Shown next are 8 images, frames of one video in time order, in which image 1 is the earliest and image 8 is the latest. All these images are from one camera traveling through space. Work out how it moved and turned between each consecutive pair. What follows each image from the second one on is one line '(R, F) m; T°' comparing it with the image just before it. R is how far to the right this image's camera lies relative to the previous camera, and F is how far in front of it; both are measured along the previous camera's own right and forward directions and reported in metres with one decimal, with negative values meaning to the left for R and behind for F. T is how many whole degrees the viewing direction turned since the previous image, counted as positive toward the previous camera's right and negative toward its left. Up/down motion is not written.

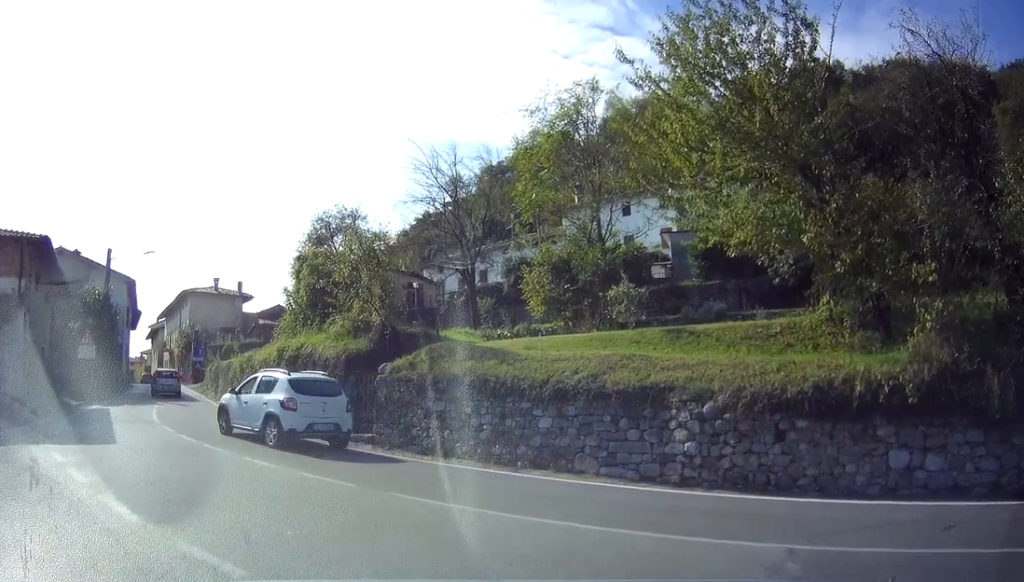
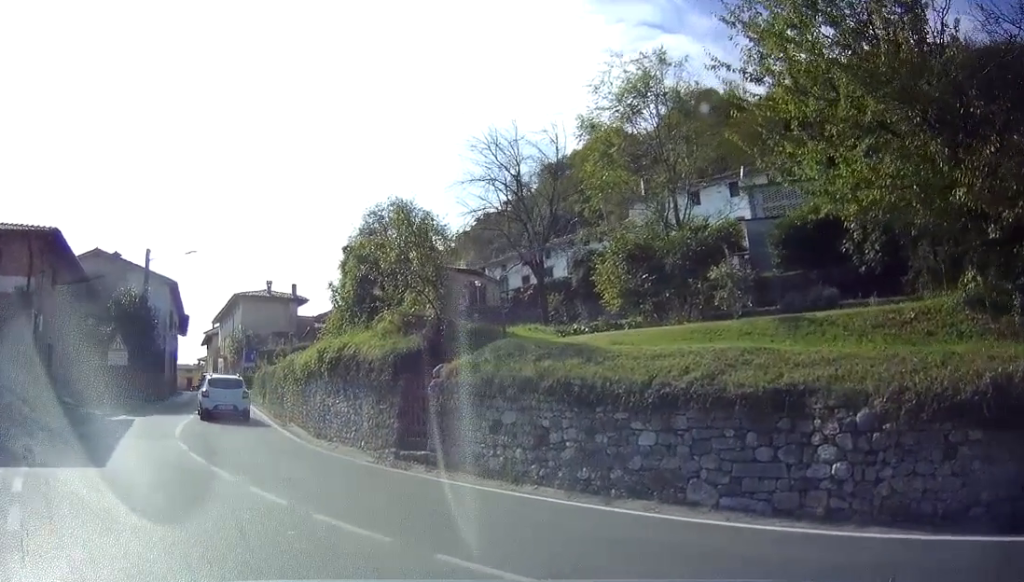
(0.0, +0.1) m; -2°
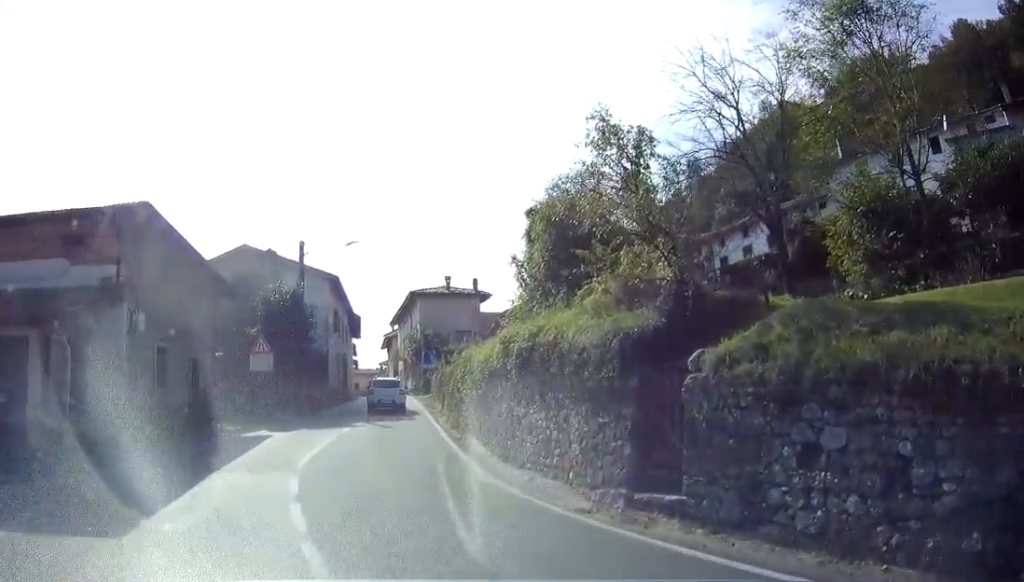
(-0.3, +1.6) m; -14°
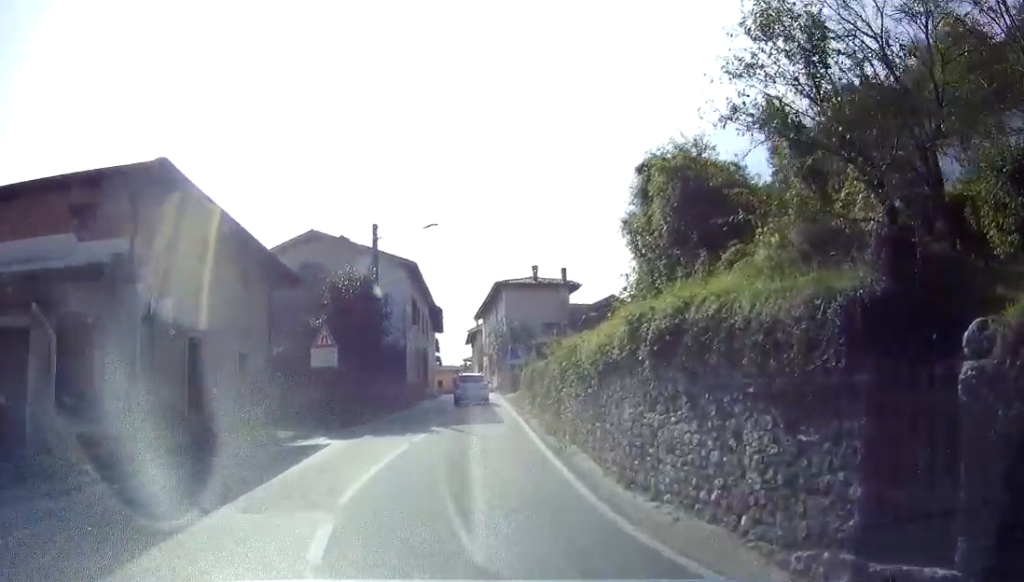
(0.0, +3.1) m; -3°
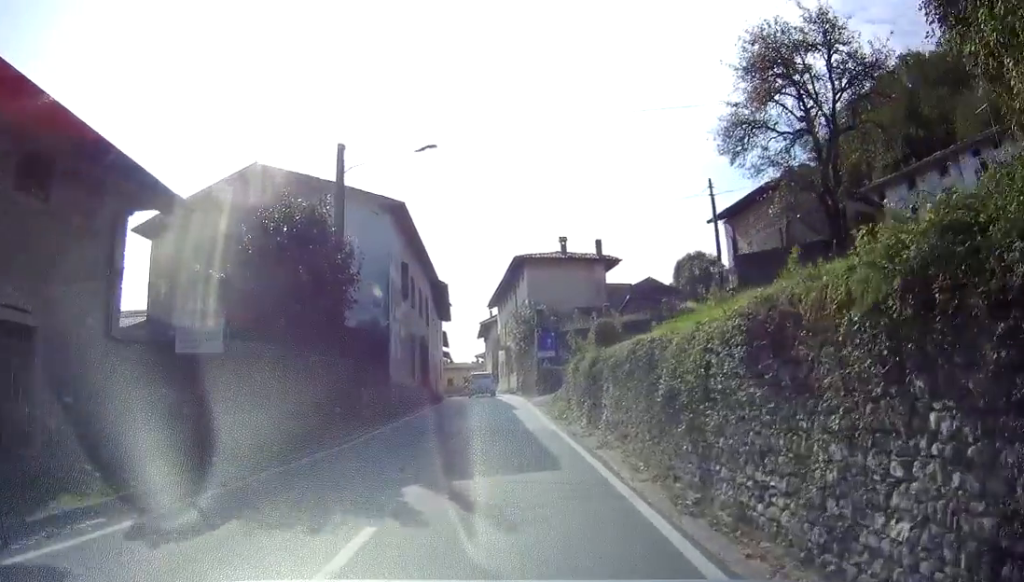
(-0.4, +10.2) m; -1°
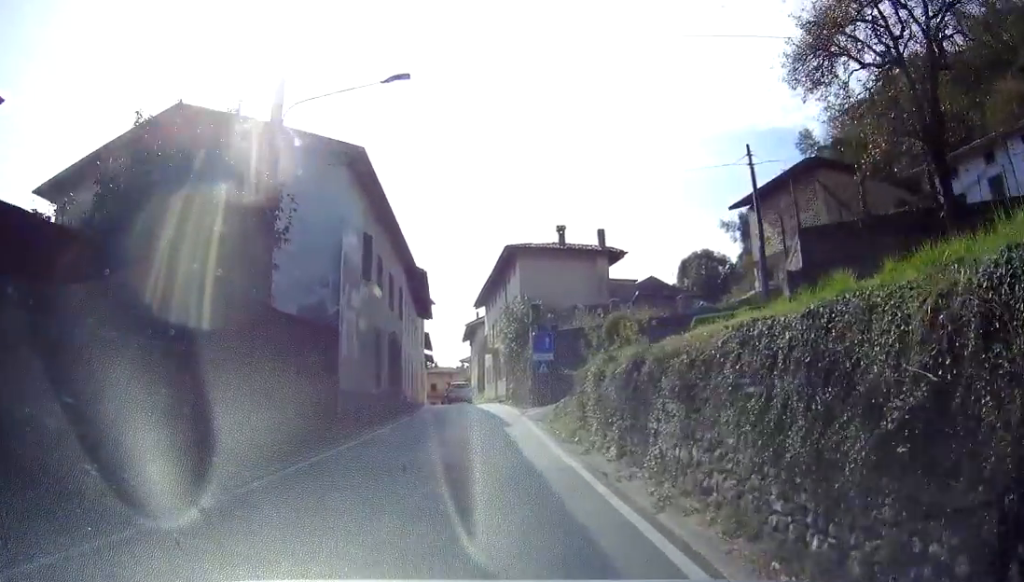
(+0.2, +5.4) m; +1°
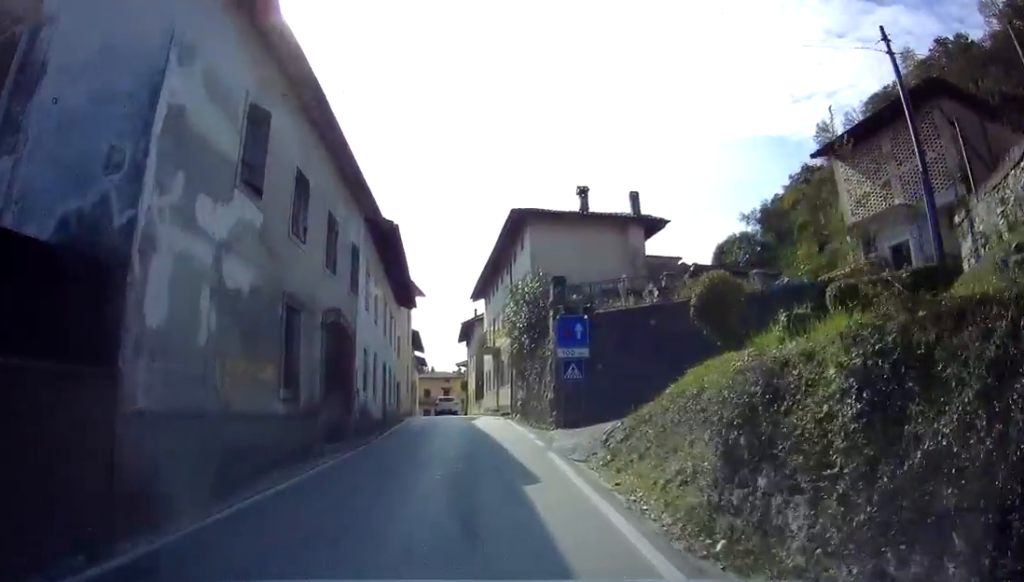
(0.0, +8.8) m; 0°
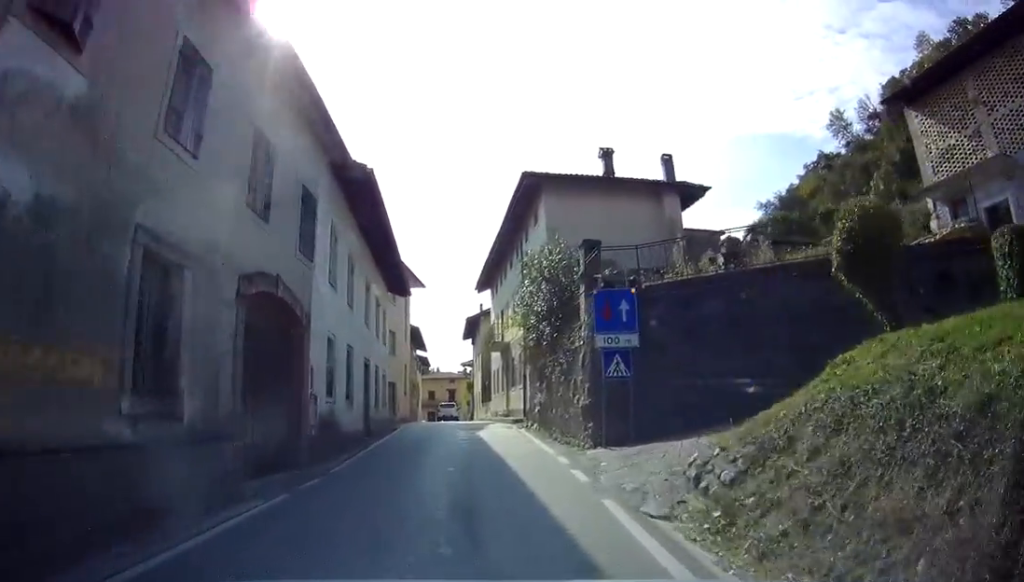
(+0.1, +5.0) m; -1°
